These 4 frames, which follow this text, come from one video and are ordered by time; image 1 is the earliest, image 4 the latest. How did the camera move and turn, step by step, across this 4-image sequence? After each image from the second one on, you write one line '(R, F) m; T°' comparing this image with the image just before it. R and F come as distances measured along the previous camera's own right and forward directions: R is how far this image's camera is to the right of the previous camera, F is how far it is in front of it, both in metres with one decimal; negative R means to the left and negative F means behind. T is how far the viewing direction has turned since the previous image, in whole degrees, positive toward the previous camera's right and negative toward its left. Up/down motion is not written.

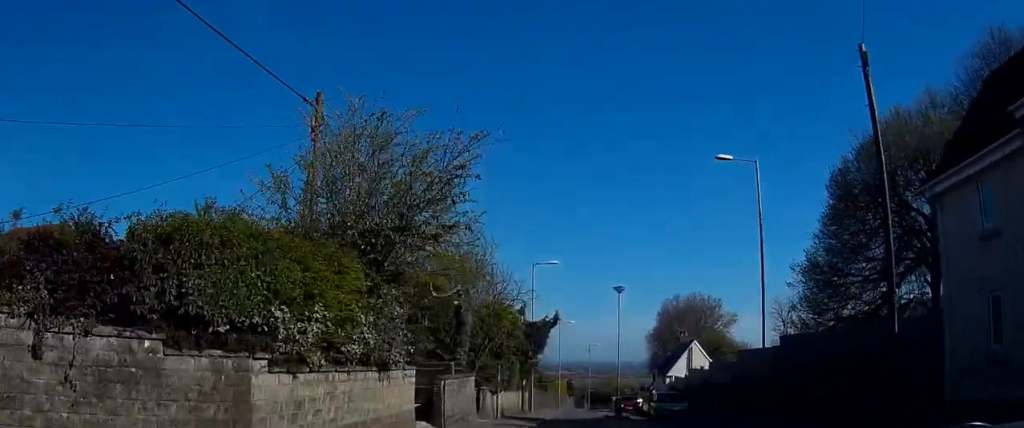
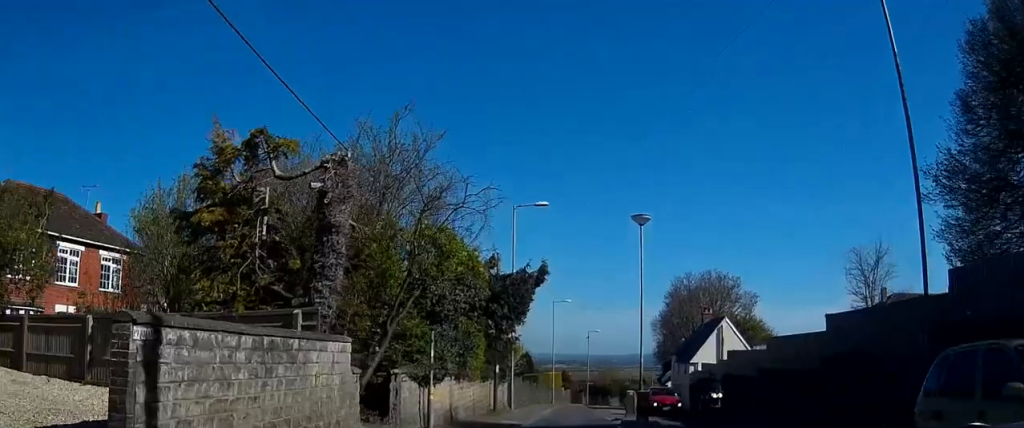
(+0.1, +14.6) m; +1°
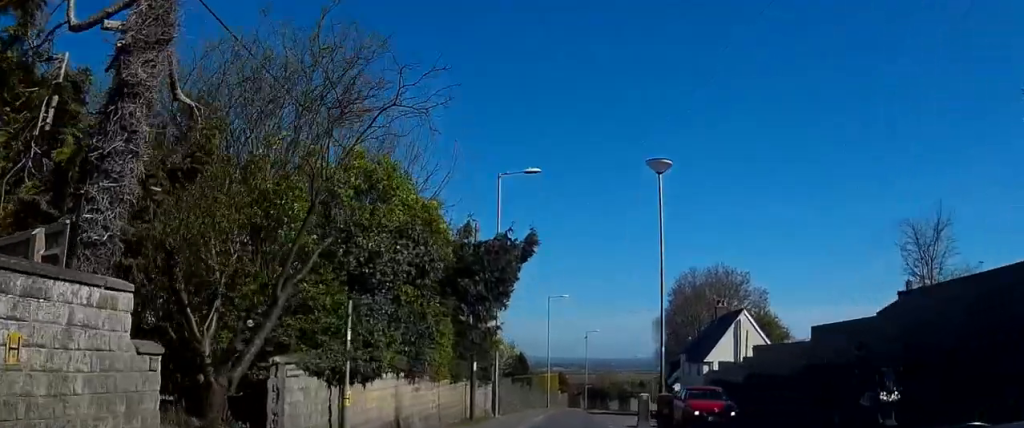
(0.0, +6.2) m; 0°
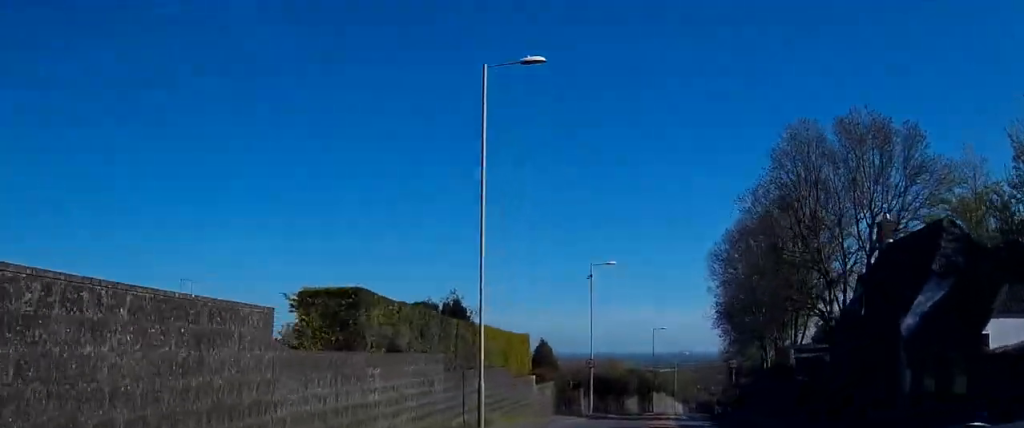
(+0.2, +47.3) m; +2°
